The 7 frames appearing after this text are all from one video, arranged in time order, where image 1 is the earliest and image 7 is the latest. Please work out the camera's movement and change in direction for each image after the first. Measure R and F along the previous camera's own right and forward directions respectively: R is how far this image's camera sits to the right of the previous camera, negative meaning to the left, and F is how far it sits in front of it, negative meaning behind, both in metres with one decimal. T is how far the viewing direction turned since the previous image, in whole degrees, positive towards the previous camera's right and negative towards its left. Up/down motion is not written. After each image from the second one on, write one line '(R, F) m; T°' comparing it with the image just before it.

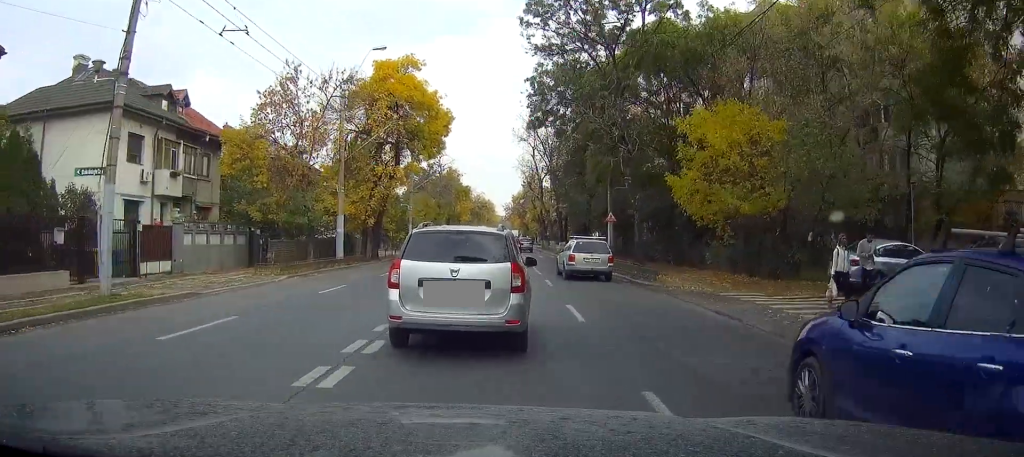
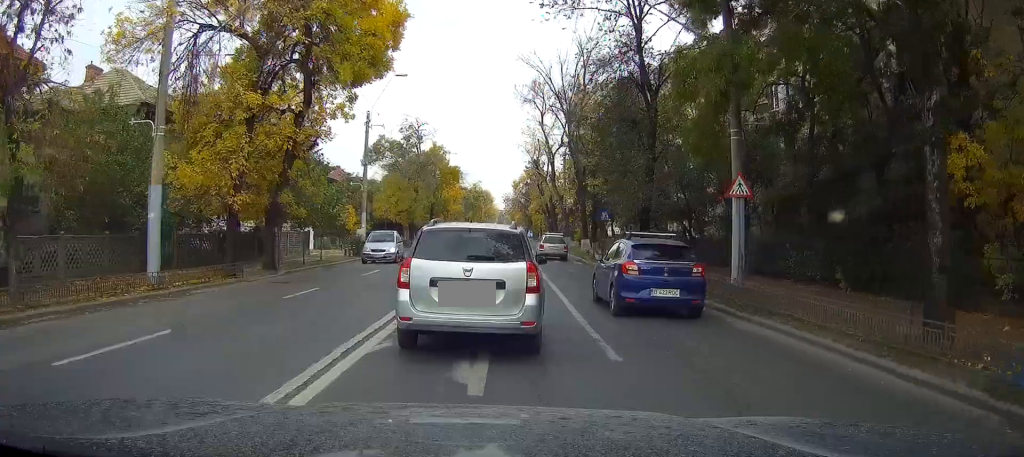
(+2.2, +20.5) m; +7°
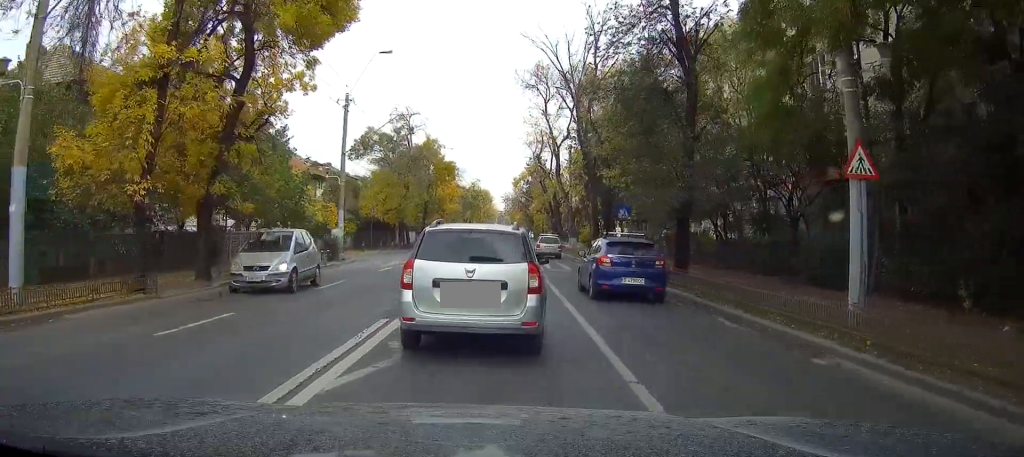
(-0.1, +5.9) m; -1°
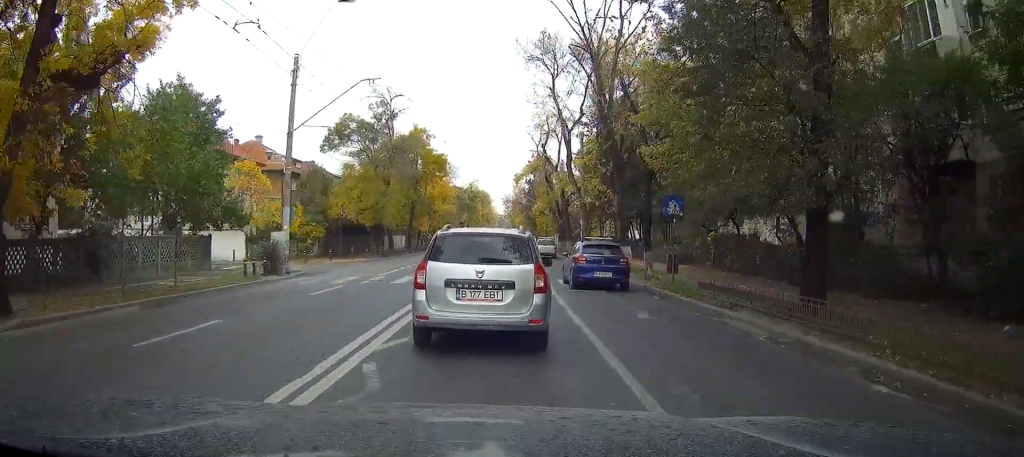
(0.0, +9.7) m; 0°
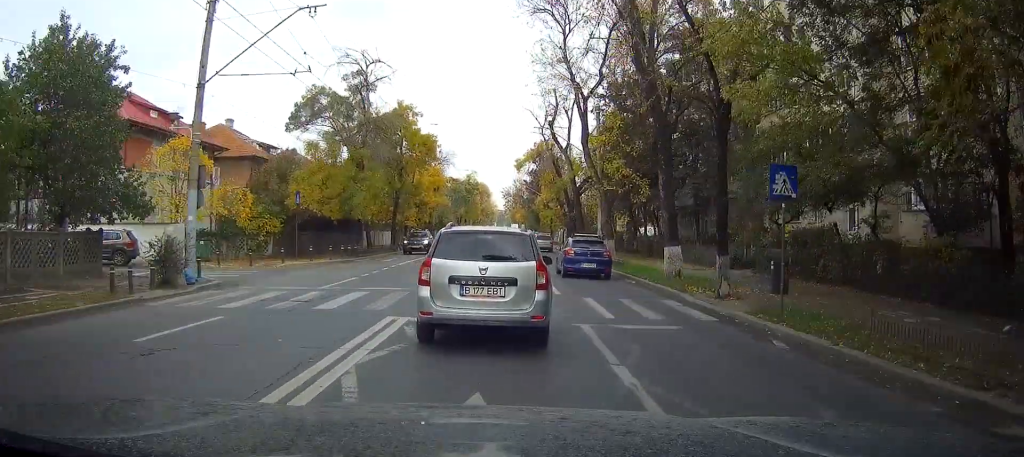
(0.0, +8.7) m; 0°
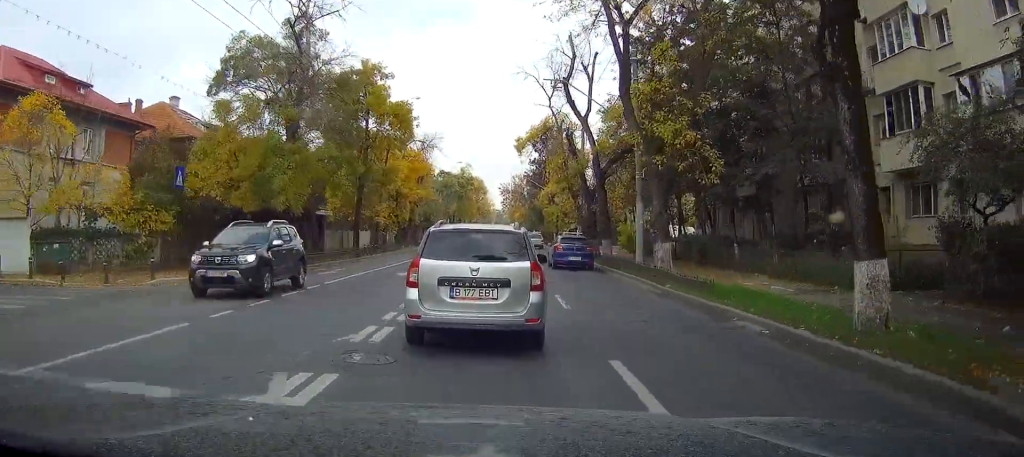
(-0.1, +12.5) m; 0°
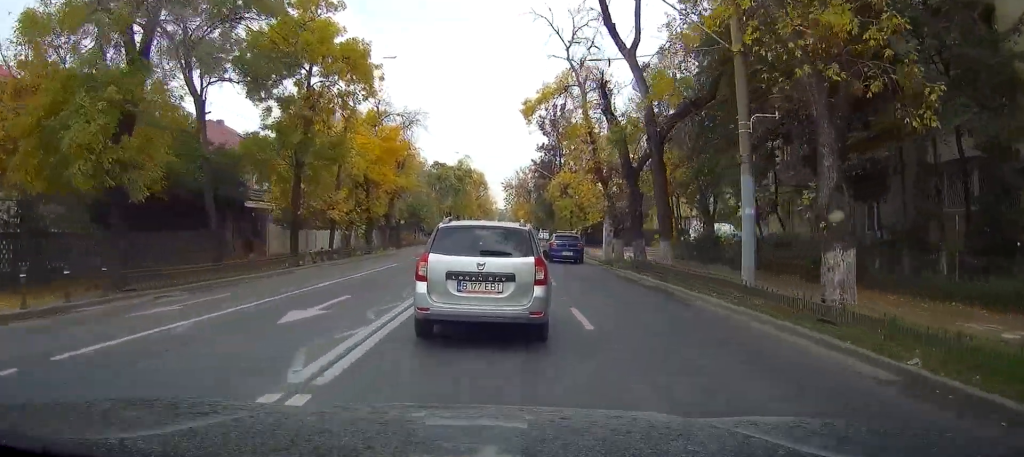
(+0.1, +12.7) m; 0°
